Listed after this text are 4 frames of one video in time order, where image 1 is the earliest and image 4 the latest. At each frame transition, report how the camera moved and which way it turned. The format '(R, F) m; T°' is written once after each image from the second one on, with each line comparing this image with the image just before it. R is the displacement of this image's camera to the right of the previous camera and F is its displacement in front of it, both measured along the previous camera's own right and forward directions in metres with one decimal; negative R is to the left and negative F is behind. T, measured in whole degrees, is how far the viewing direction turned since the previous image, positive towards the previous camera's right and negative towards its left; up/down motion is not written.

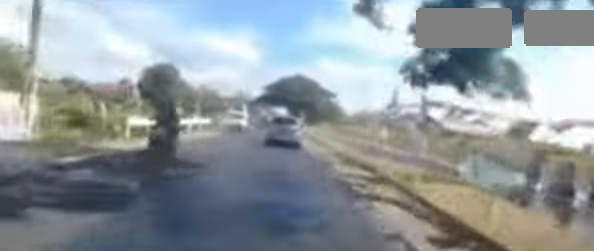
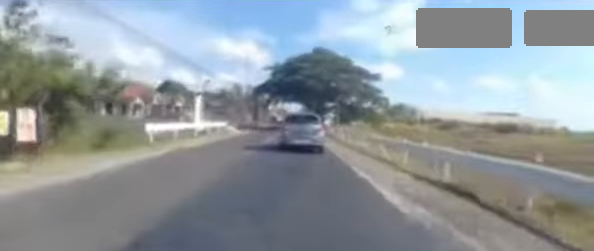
(-0.1, +22.7) m; -2°
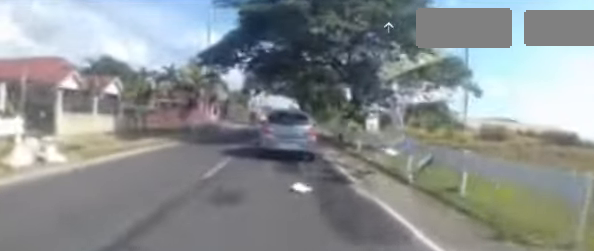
(0.0, +21.6) m; 0°
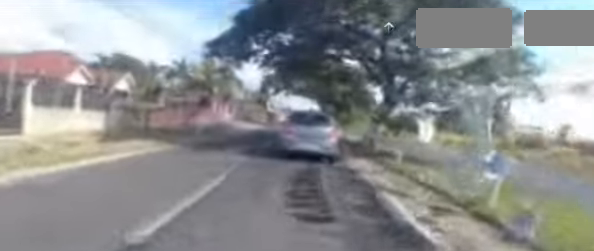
(0.0, +3.3) m; 0°
